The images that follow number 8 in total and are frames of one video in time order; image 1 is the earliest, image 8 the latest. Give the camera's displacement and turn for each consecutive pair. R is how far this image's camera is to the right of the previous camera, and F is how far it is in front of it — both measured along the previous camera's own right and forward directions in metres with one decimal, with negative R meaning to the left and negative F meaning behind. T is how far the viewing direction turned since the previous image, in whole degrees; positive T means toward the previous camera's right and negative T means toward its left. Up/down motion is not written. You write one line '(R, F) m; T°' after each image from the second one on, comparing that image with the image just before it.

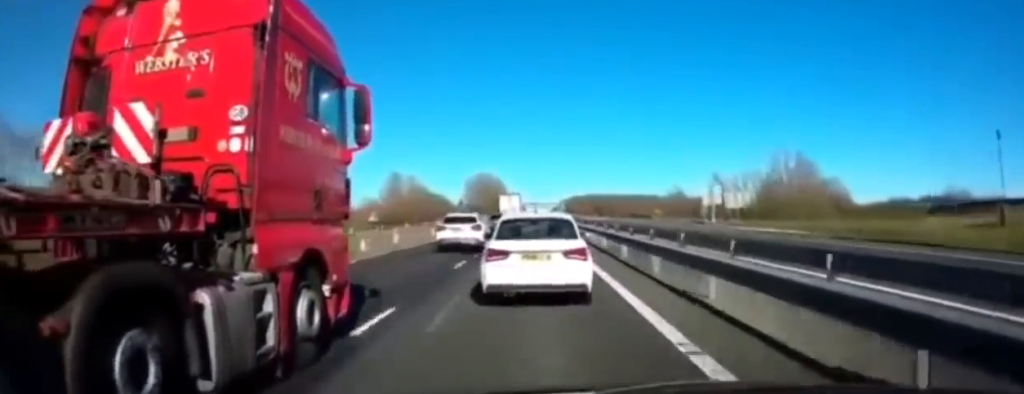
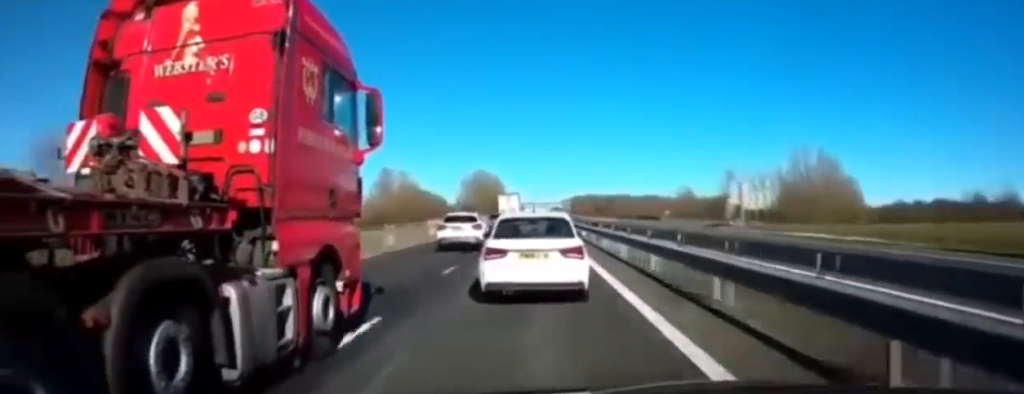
(0.0, +10.1) m; 0°
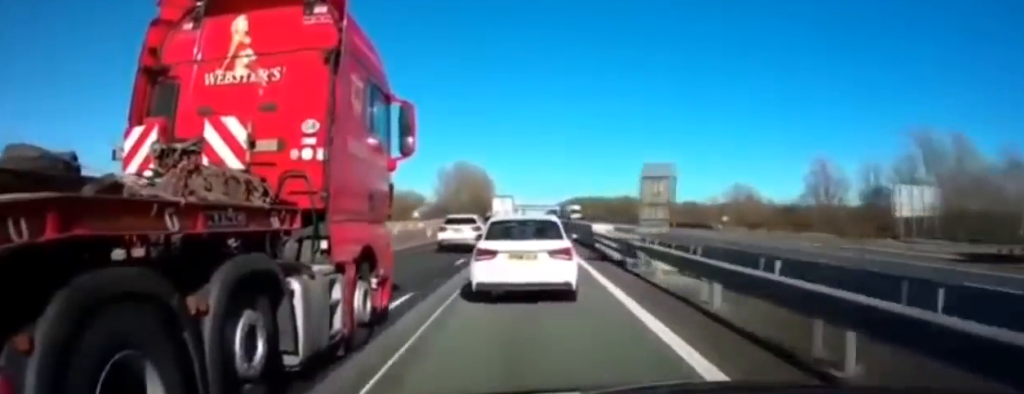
(-0.1, +42.0) m; 0°
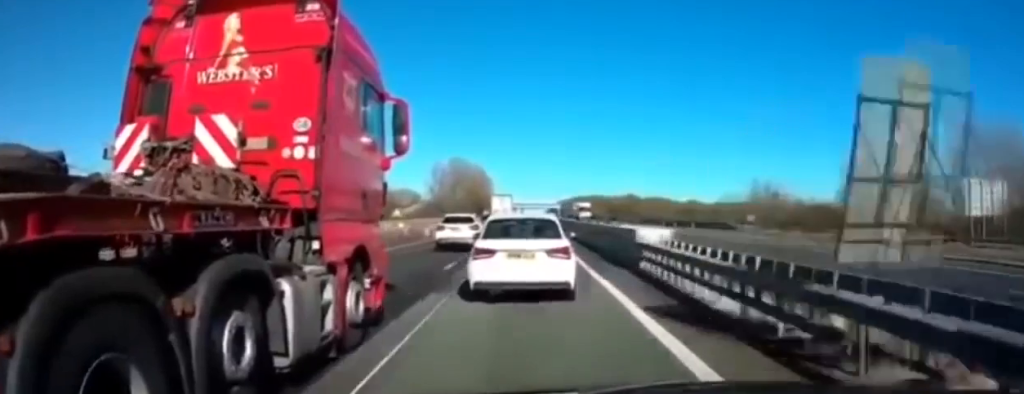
(+0.1, +10.2) m; 0°
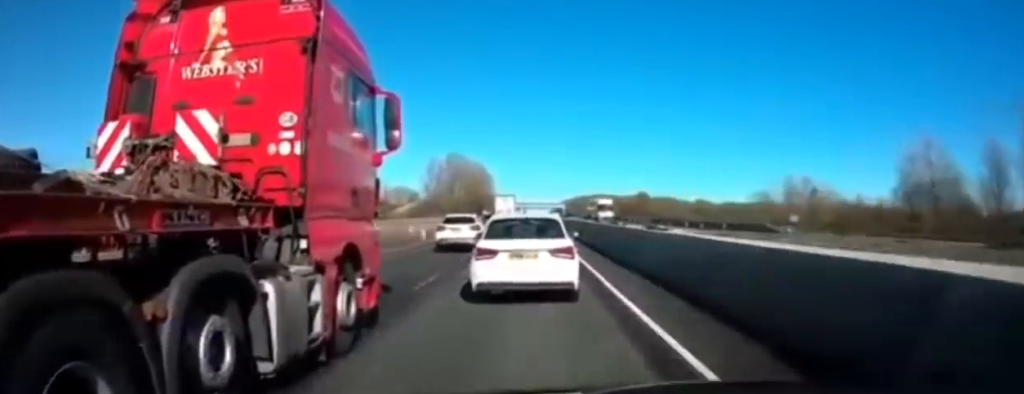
(-0.2, +12.4) m; -1°
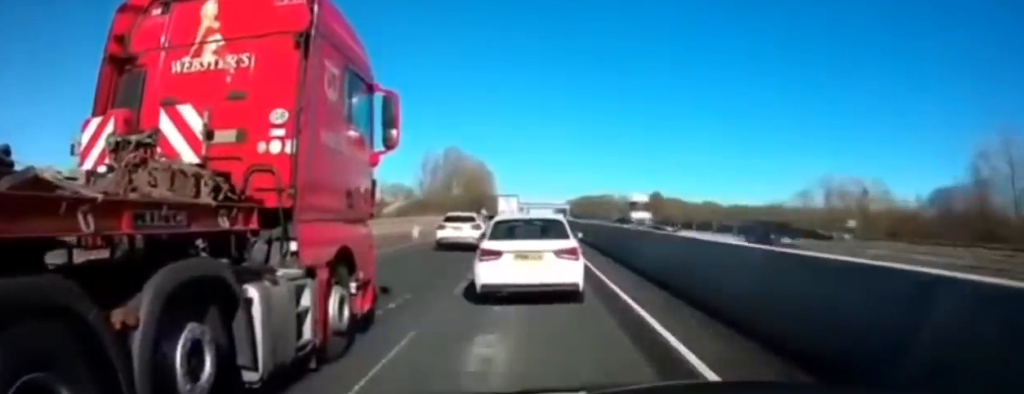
(-0.1, +12.4) m; 0°
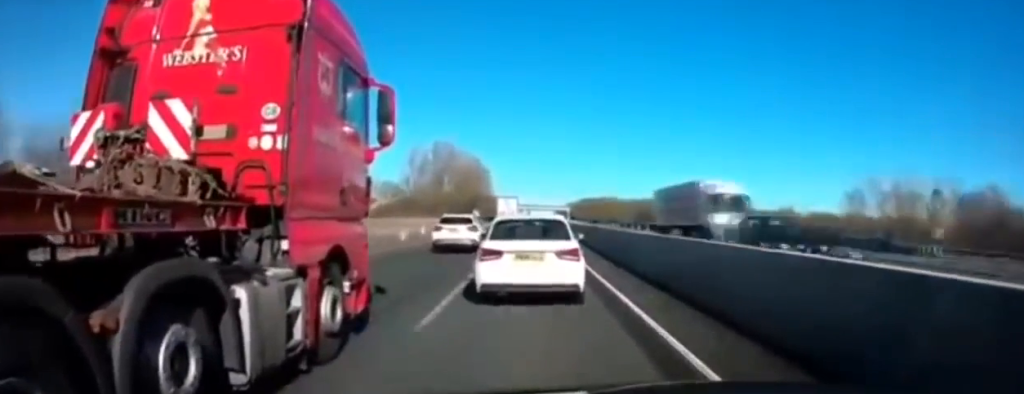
(0.0, +14.4) m; 0°
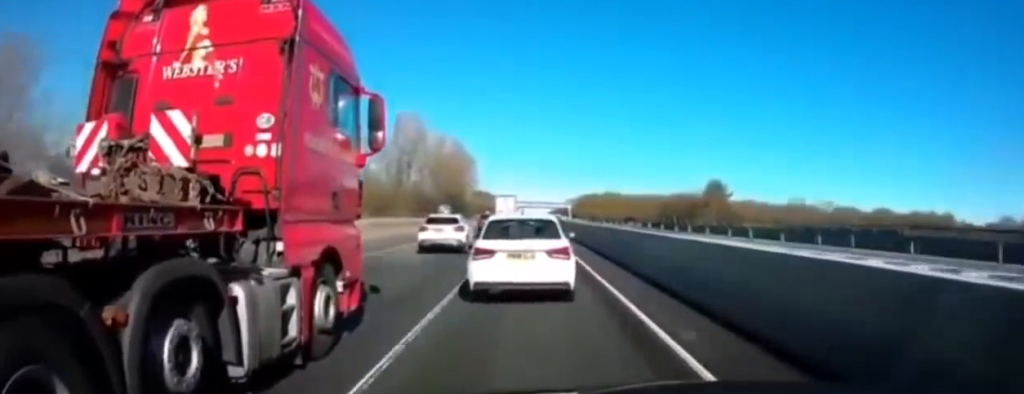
(-0.2, +34.5) m; 0°
